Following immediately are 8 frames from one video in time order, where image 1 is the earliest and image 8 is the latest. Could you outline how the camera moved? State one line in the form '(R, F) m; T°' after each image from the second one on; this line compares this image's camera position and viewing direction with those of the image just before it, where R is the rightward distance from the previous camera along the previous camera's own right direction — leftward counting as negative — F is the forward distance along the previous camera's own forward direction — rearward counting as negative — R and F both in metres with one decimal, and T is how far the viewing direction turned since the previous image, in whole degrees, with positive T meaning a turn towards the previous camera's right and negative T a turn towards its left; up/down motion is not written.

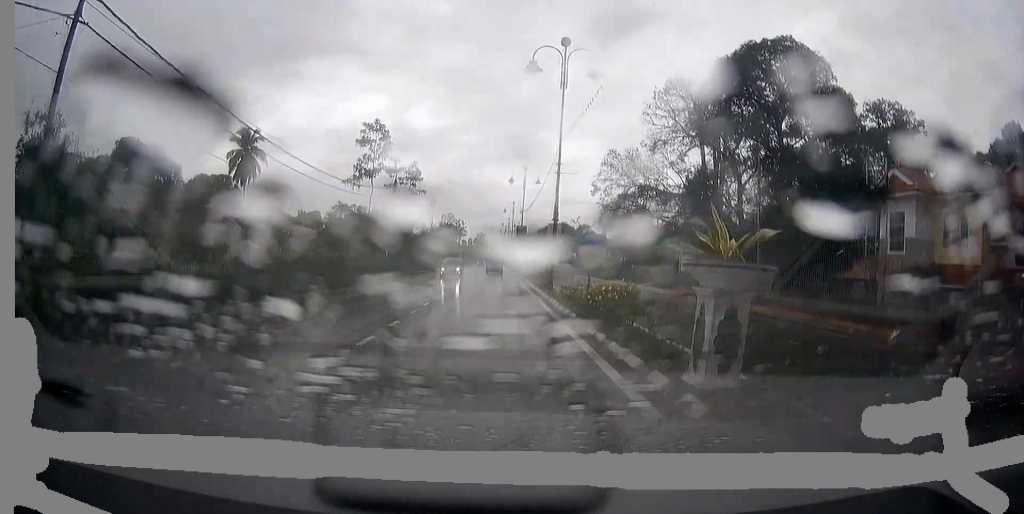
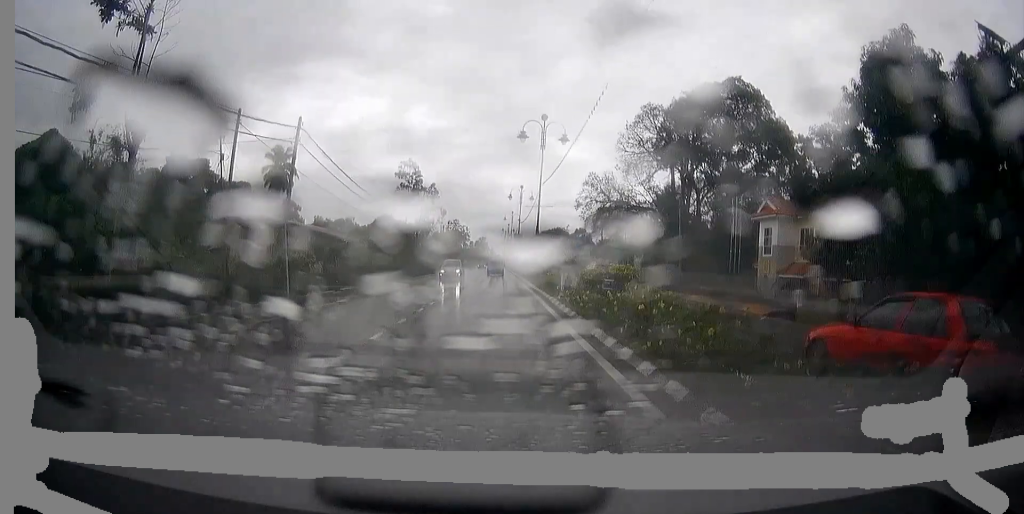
(-0.1, +15.1) m; 0°
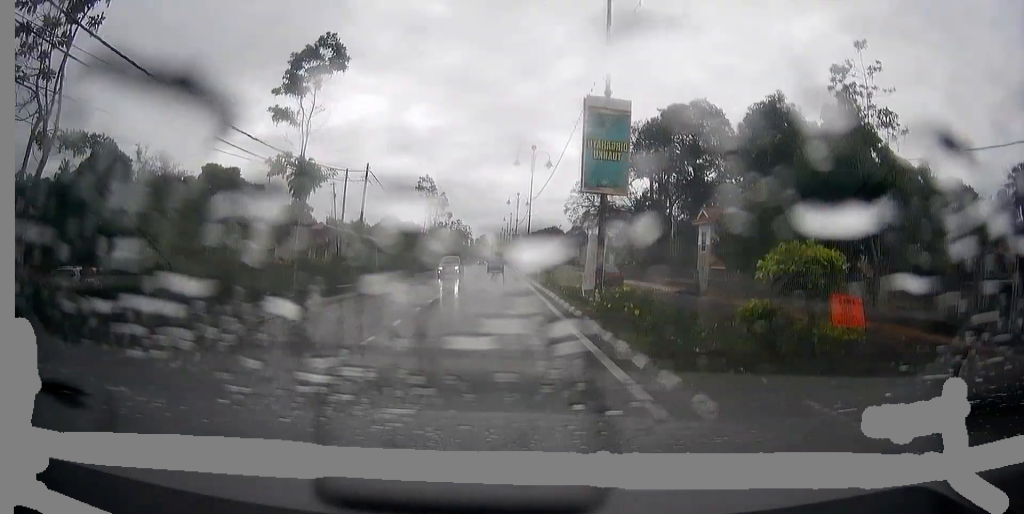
(0.0, +11.9) m; 0°
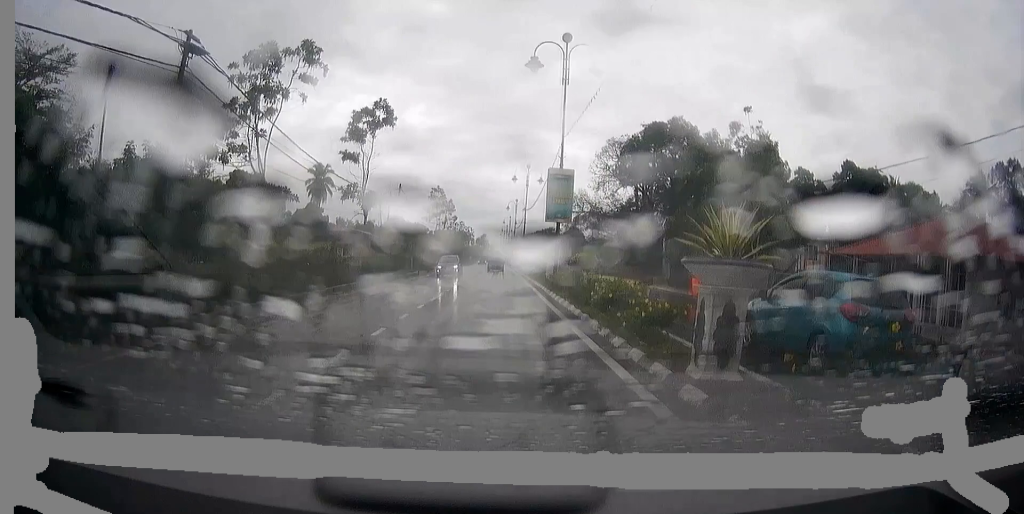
(0.0, +12.5) m; 0°
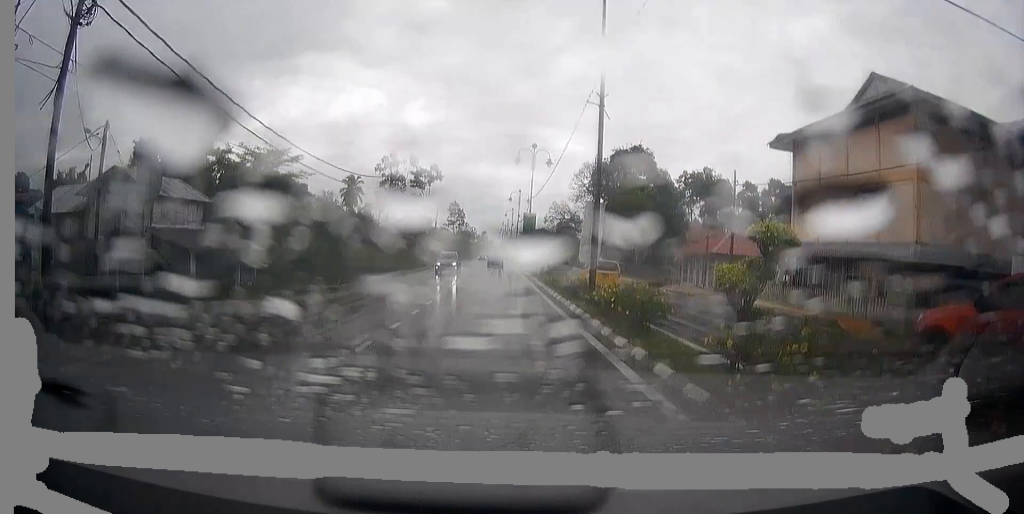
(0.0, +28.6) m; 0°
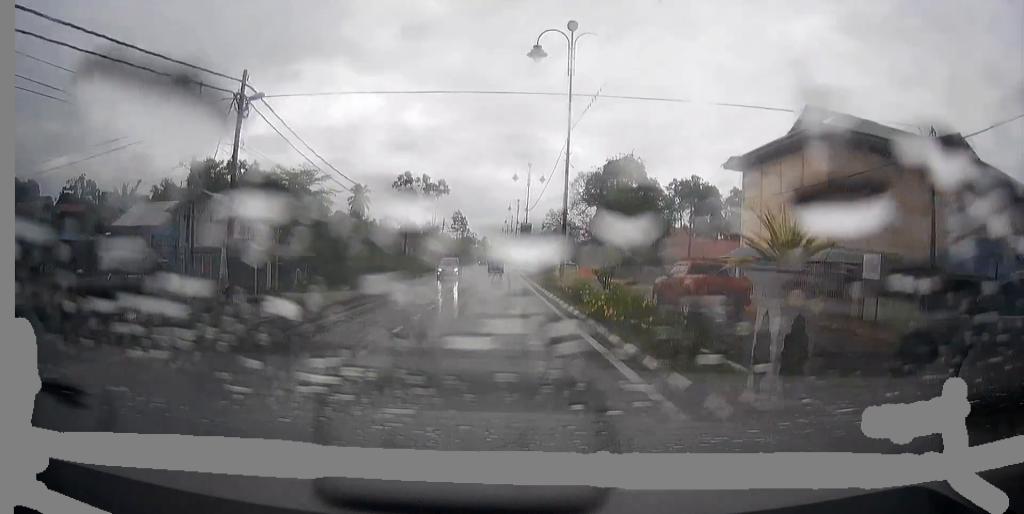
(0.0, +8.6) m; 0°
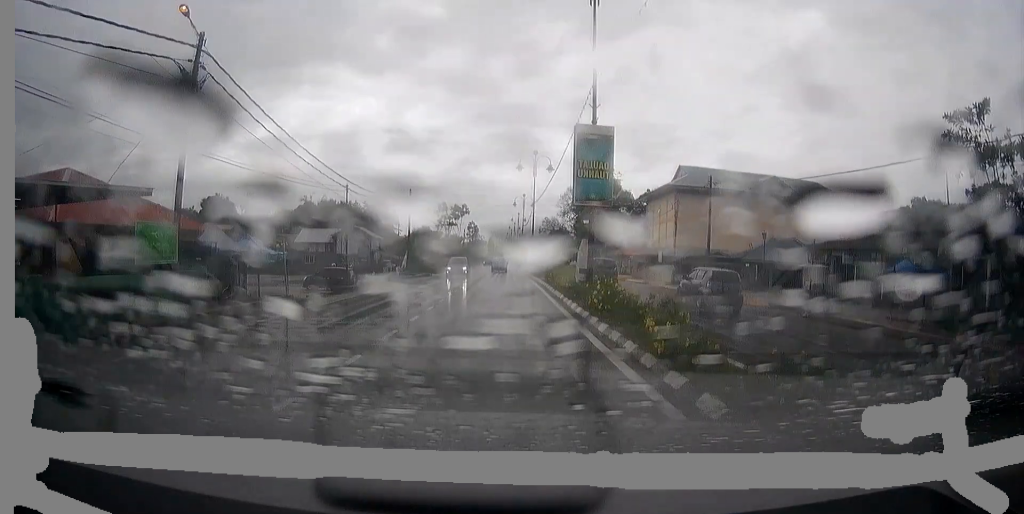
(+0.1, +31.5) m; +1°
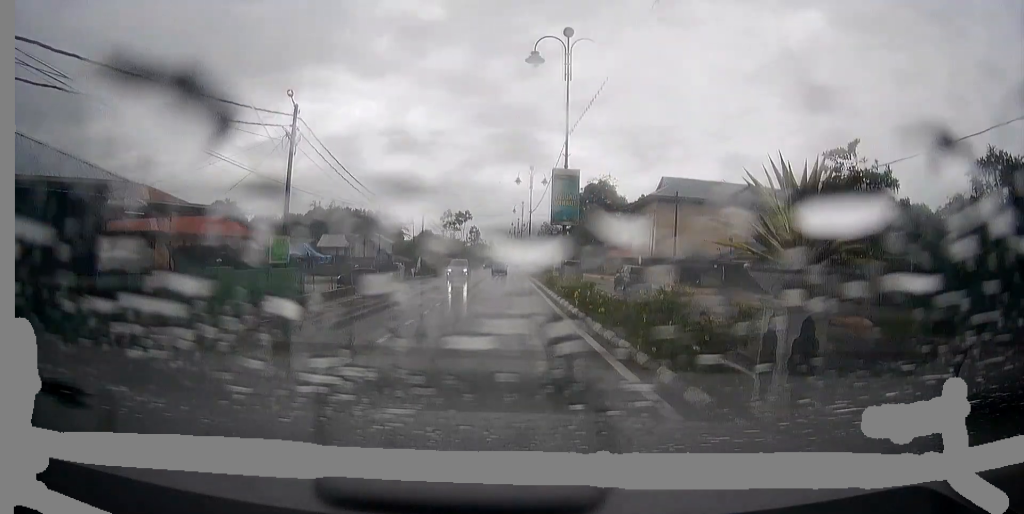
(+0.1, +7.7) m; 0°
